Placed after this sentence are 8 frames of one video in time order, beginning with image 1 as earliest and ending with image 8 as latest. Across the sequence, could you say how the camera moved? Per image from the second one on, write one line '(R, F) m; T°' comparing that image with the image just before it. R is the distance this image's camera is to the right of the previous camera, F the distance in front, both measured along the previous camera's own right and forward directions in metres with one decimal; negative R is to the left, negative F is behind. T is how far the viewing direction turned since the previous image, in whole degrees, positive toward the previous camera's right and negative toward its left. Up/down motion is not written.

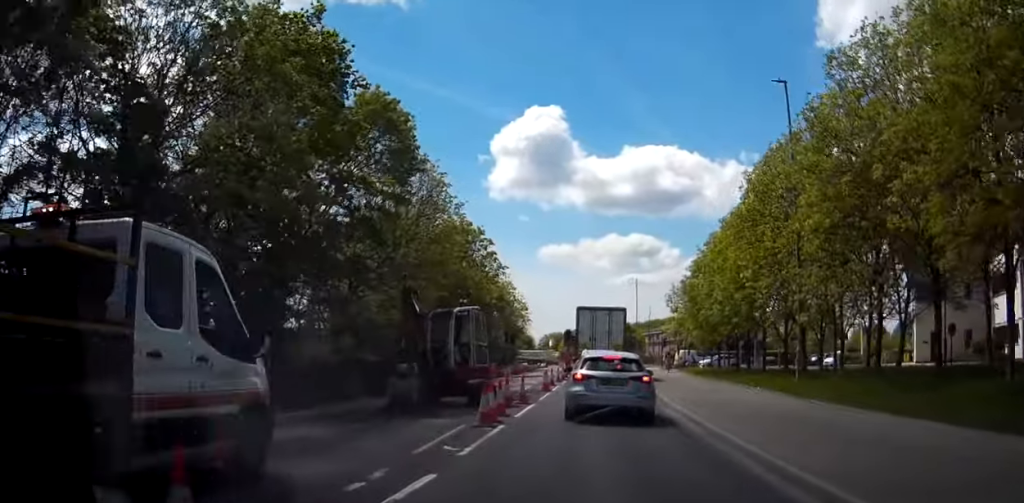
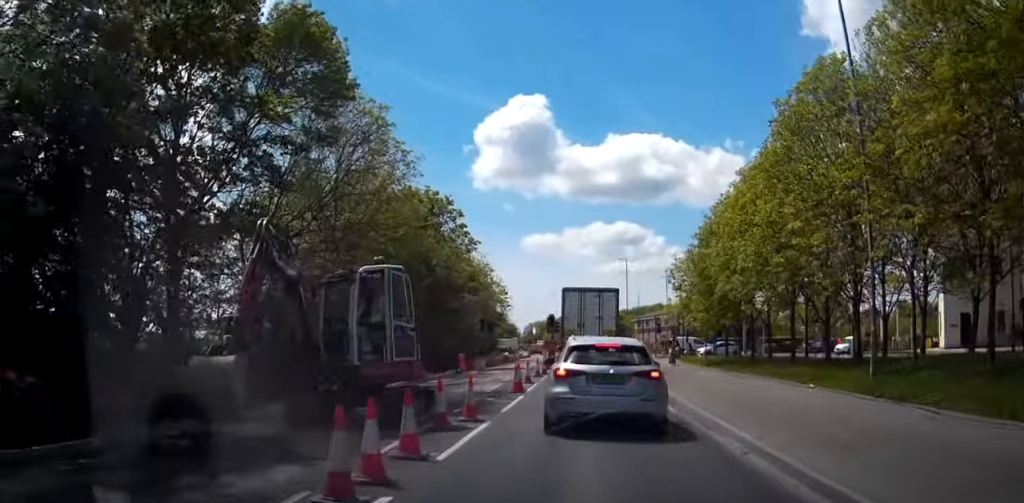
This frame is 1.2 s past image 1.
(+0.1, +6.6) m; +2°
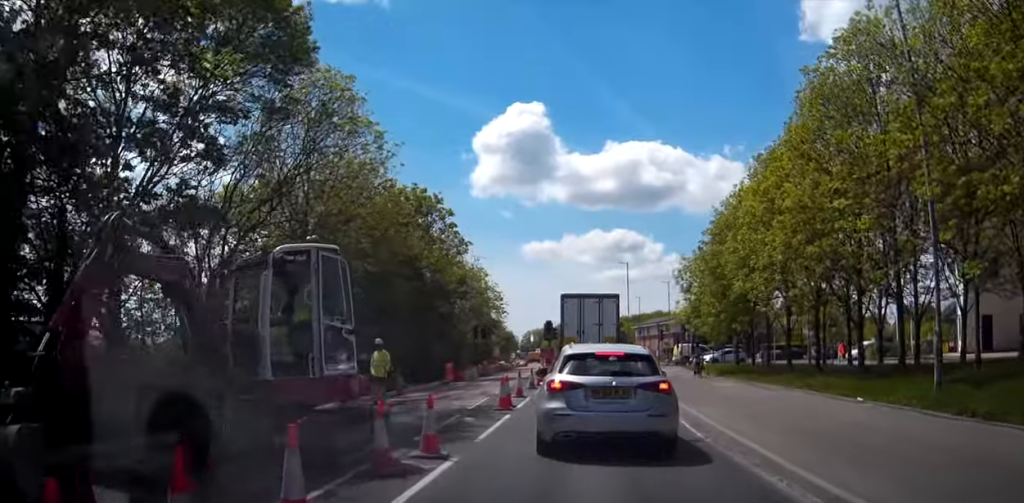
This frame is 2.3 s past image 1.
(+0.1, +3.7) m; +4°
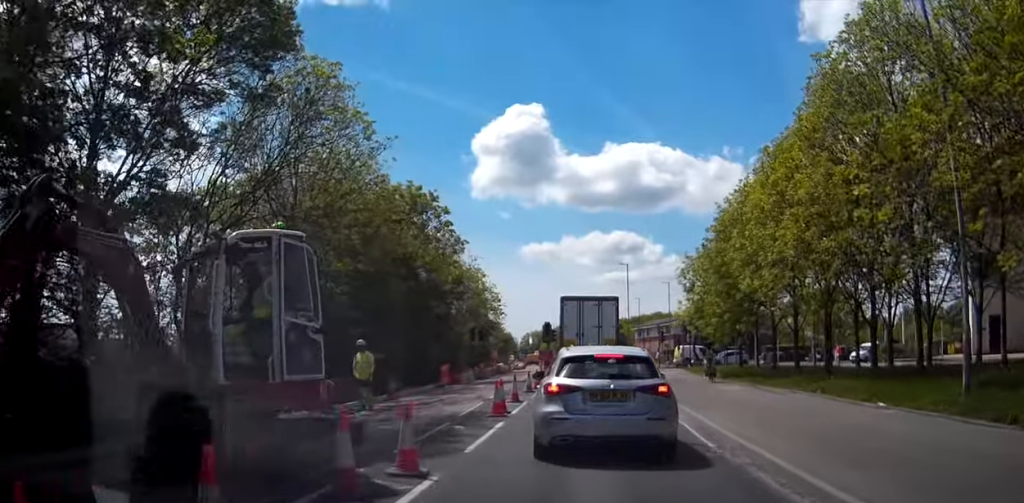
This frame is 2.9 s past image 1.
(0.0, +1.7) m; +3°
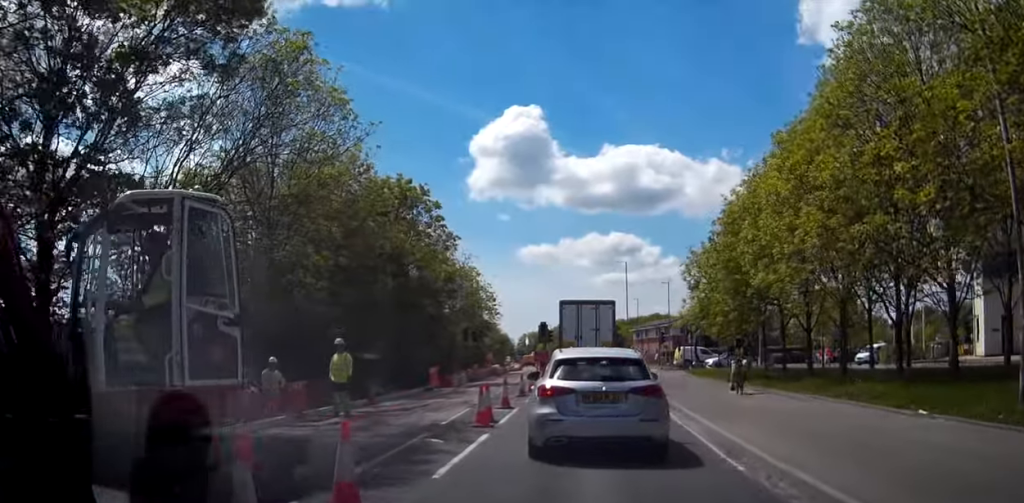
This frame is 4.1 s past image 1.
(+0.2, +2.7) m; +3°
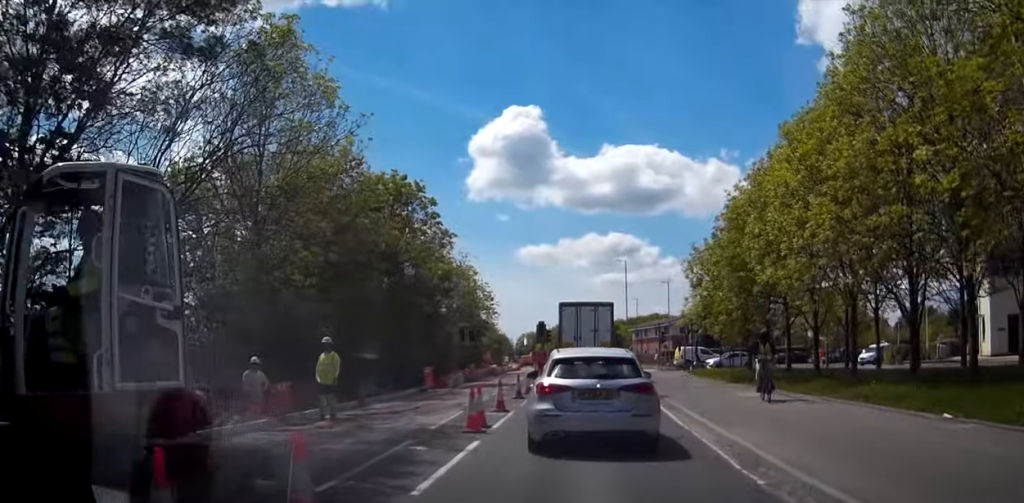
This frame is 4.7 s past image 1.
(0.0, +1.3) m; 0°
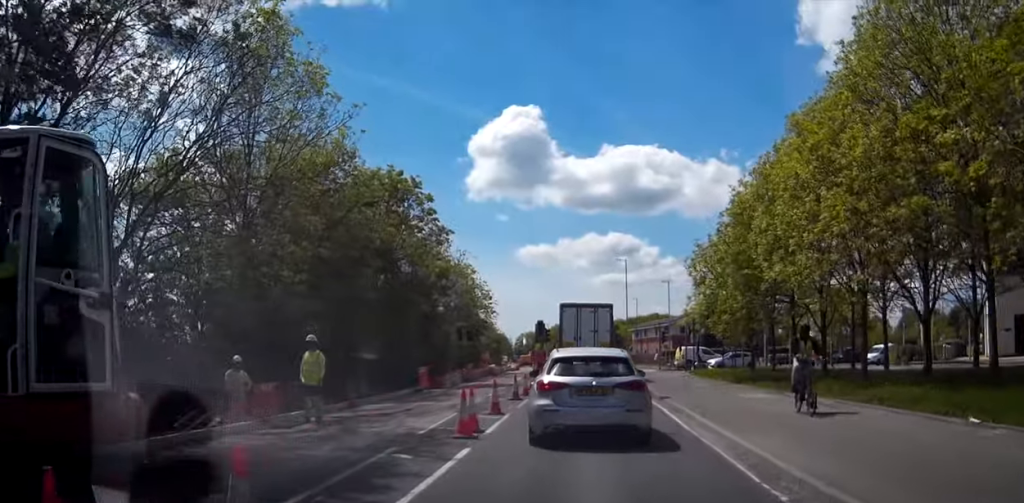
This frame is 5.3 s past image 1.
(-0.1, +1.3) m; 0°
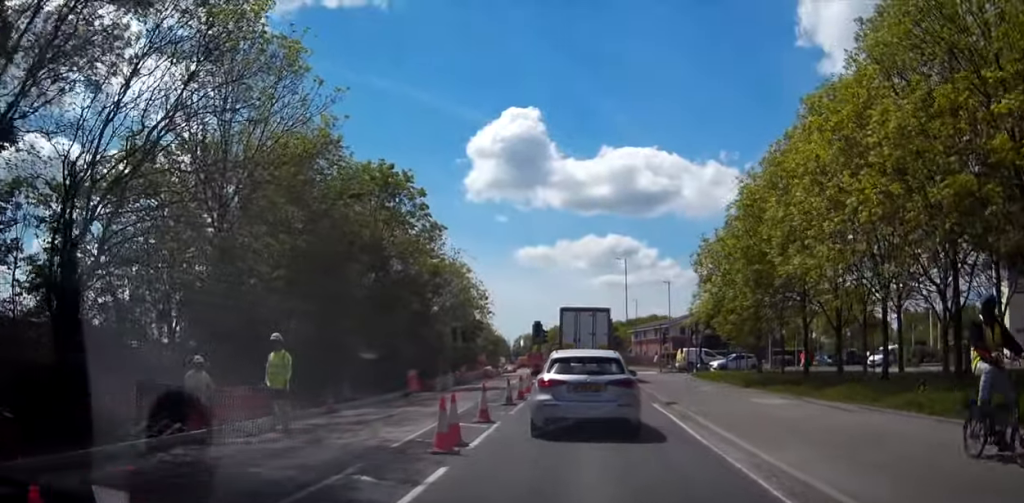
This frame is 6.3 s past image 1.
(+0.1, +2.6) m; -2°
